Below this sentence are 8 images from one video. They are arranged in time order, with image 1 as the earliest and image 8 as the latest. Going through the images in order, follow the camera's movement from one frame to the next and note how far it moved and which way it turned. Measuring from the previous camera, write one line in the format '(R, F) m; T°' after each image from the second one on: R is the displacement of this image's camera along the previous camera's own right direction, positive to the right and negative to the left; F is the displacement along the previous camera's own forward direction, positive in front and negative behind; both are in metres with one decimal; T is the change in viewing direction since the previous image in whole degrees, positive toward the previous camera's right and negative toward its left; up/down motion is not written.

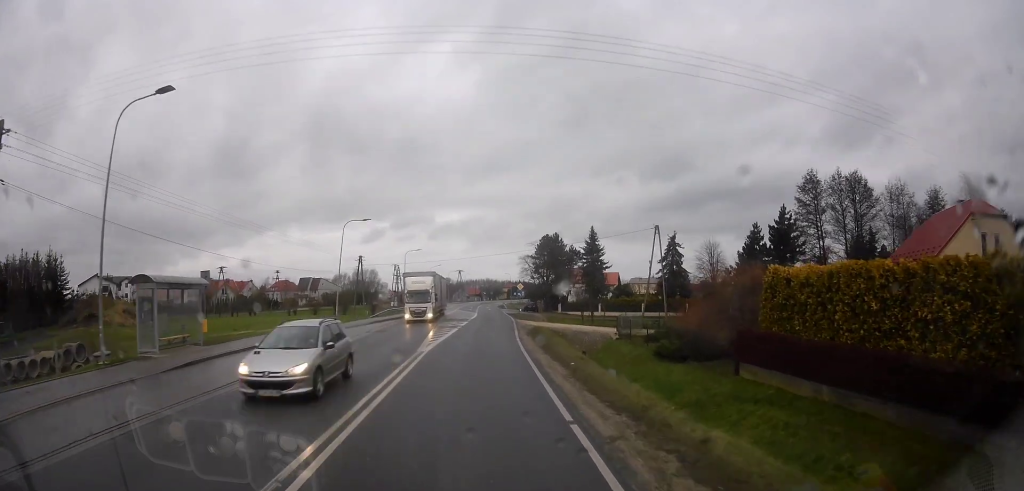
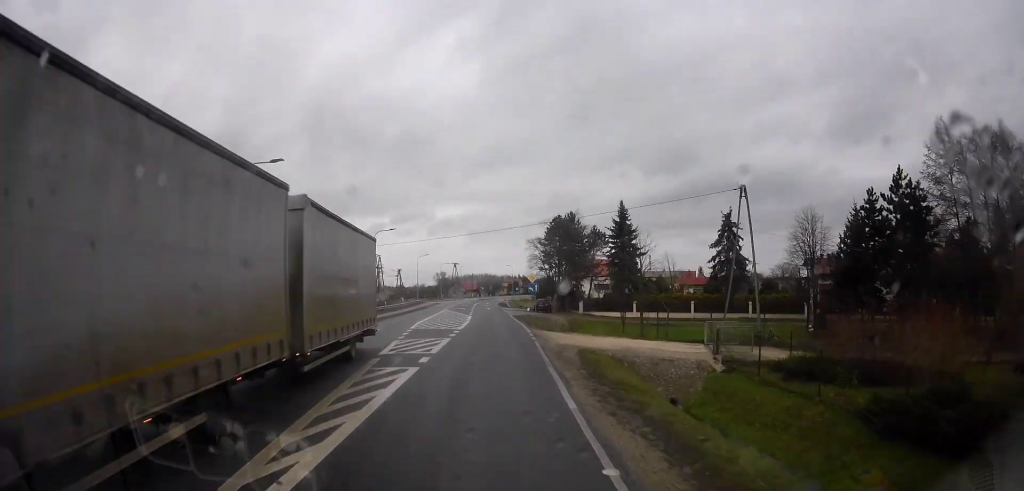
(+0.4, +17.3) m; +4°
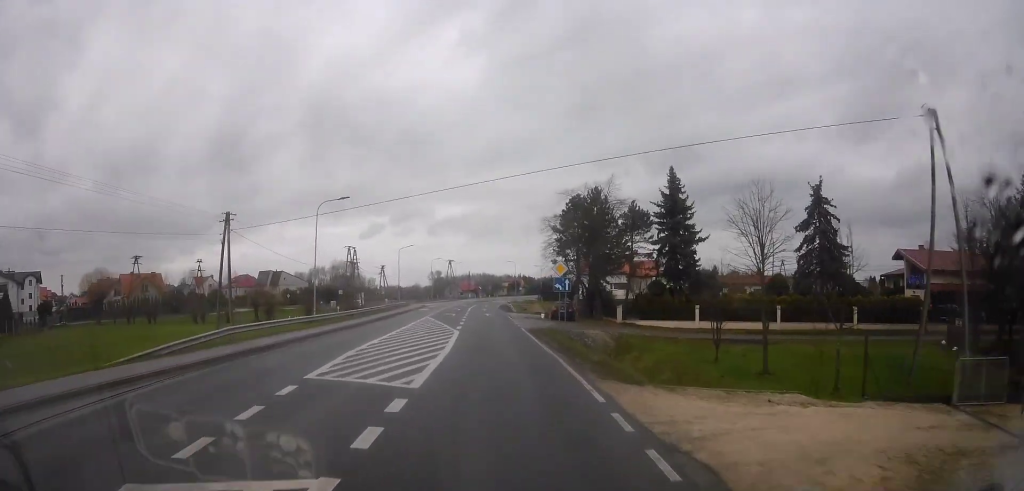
(+0.5, +16.4) m; -1°
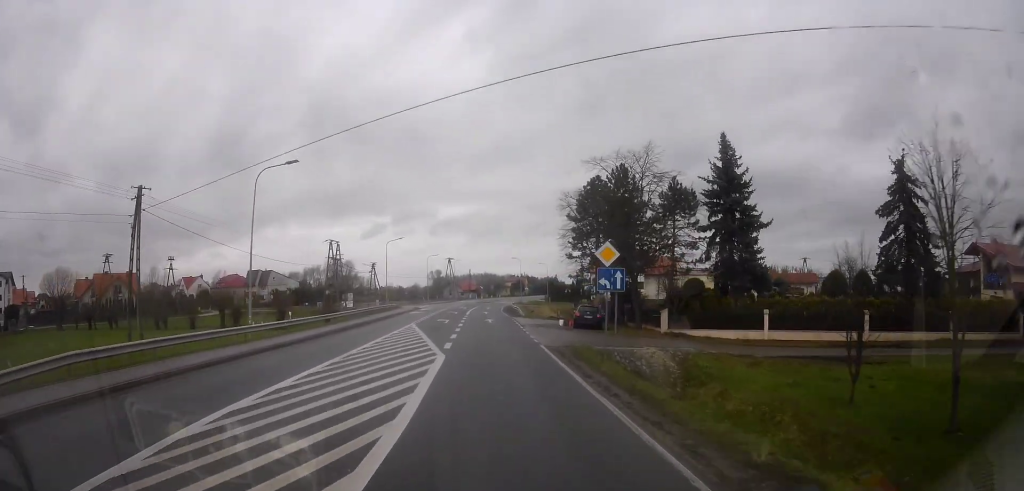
(-0.3, +9.6) m; -2°
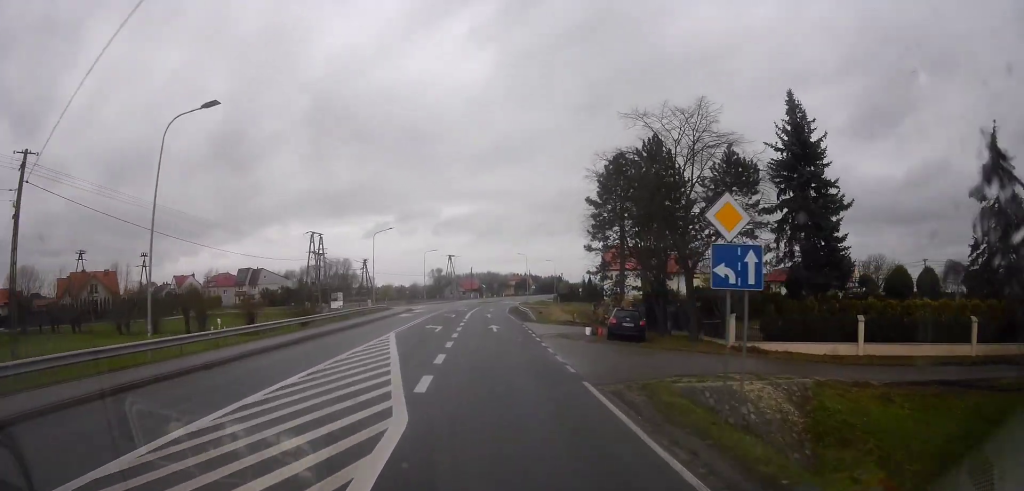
(0.0, +7.6) m; 0°
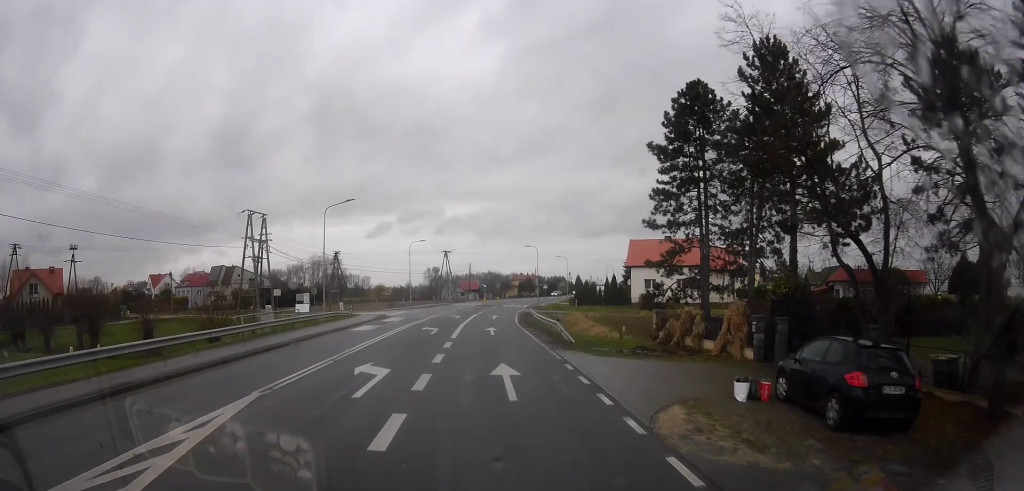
(0.0, +15.7) m; 0°
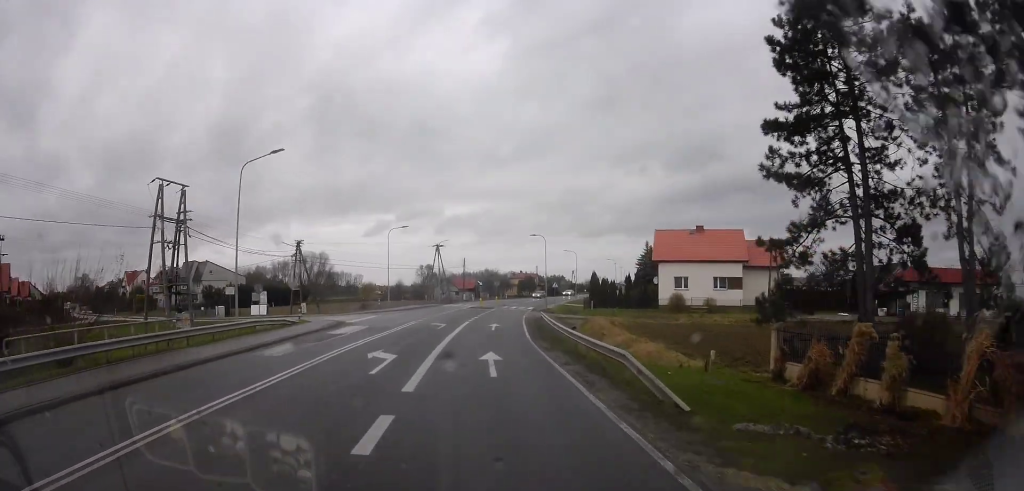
(0.0, +12.2) m; 0°
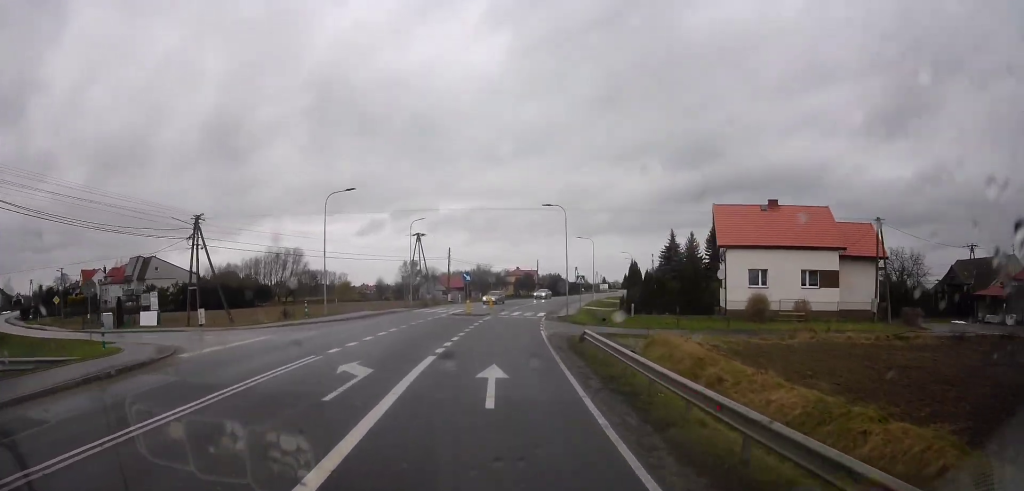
(0.0, +18.3) m; 0°
